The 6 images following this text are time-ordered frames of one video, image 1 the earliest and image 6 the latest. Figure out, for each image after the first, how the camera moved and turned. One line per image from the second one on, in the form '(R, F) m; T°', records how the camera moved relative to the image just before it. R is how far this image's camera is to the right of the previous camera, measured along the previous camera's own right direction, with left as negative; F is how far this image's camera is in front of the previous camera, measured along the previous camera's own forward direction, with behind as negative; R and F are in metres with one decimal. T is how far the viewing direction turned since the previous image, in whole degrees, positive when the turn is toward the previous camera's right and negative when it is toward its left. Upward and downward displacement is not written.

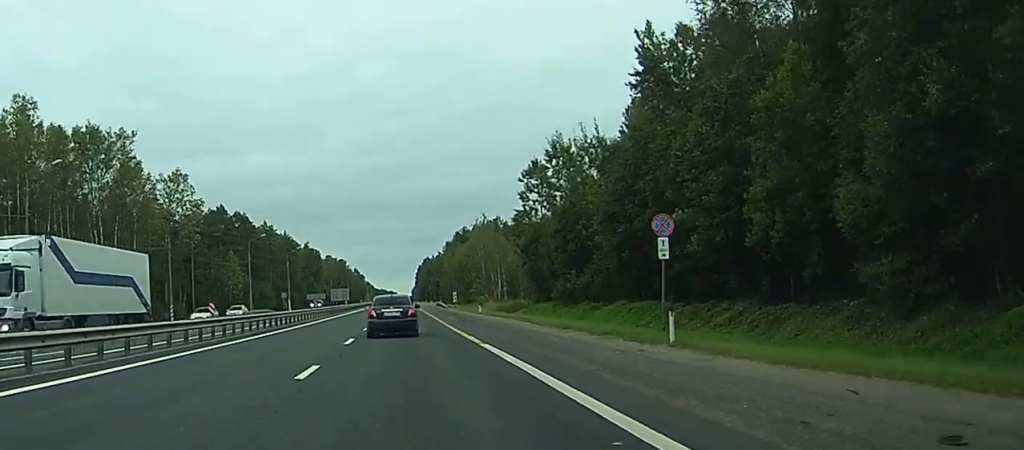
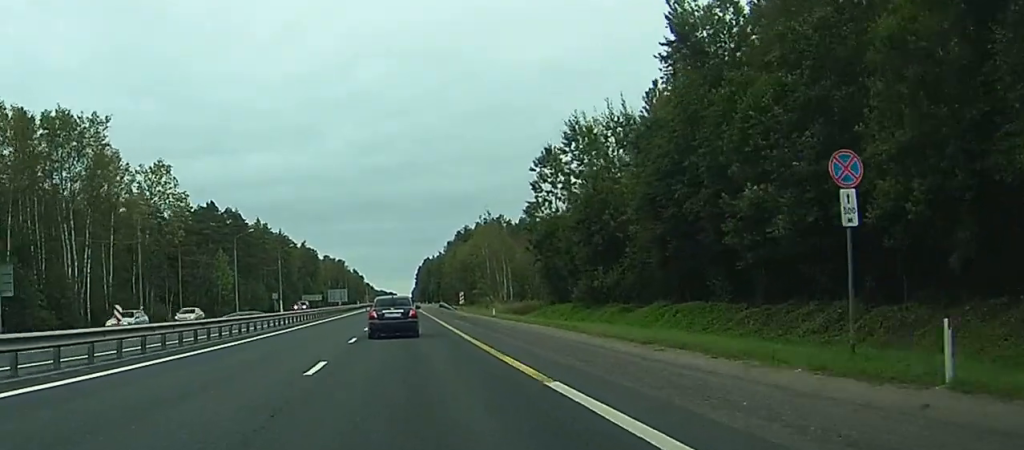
(0.0, +10.5) m; 0°
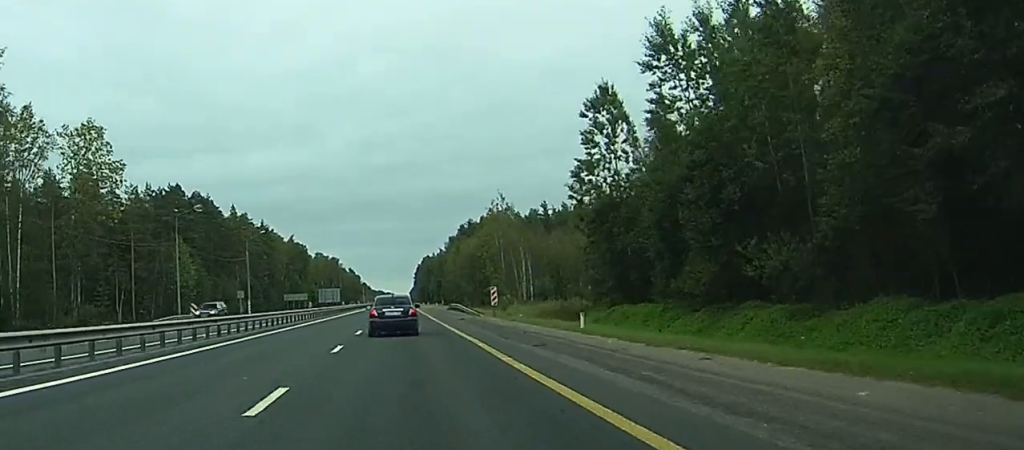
(0.0, +29.6) m; 0°
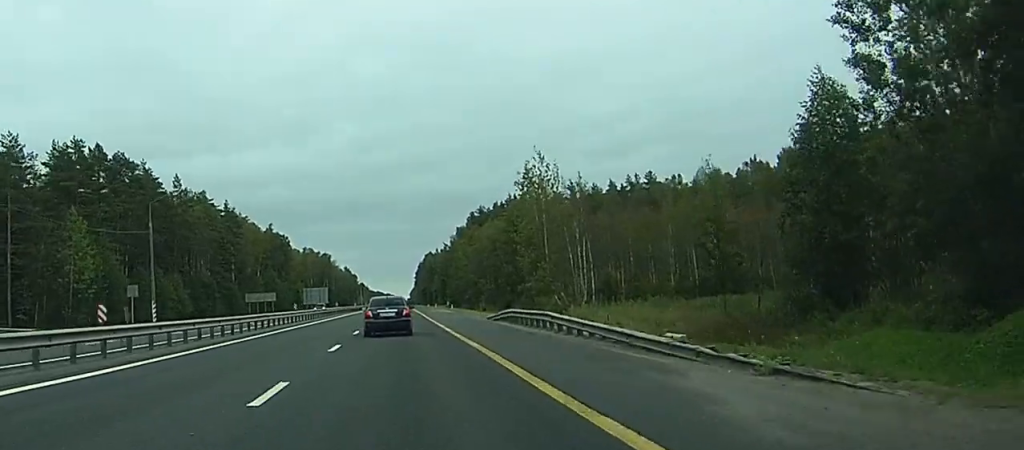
(+0.5, +46.7) m; +1°
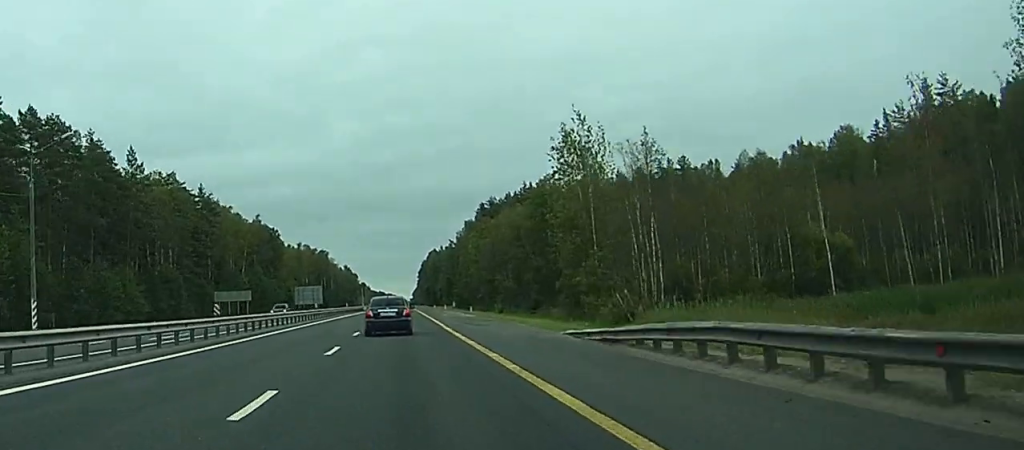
(-0.1, +25.4) m; -1°
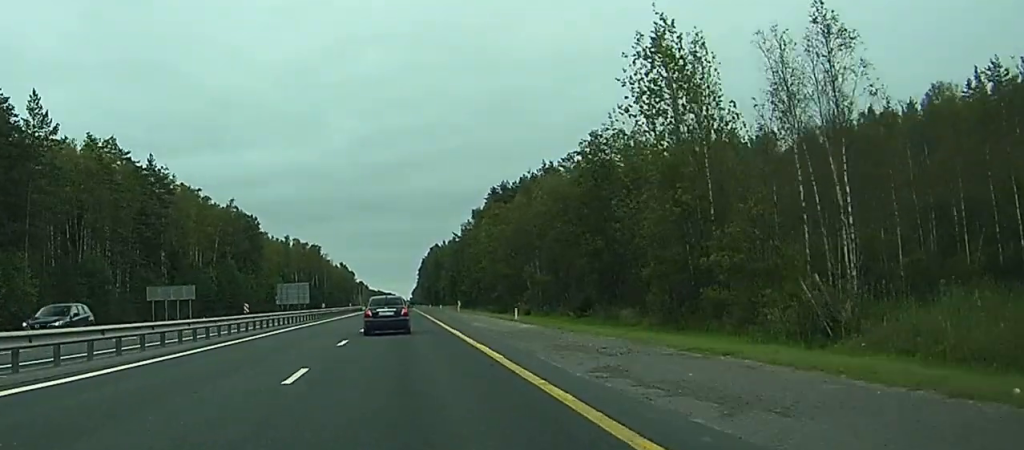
(-0.2, +31.5) m; 0°
